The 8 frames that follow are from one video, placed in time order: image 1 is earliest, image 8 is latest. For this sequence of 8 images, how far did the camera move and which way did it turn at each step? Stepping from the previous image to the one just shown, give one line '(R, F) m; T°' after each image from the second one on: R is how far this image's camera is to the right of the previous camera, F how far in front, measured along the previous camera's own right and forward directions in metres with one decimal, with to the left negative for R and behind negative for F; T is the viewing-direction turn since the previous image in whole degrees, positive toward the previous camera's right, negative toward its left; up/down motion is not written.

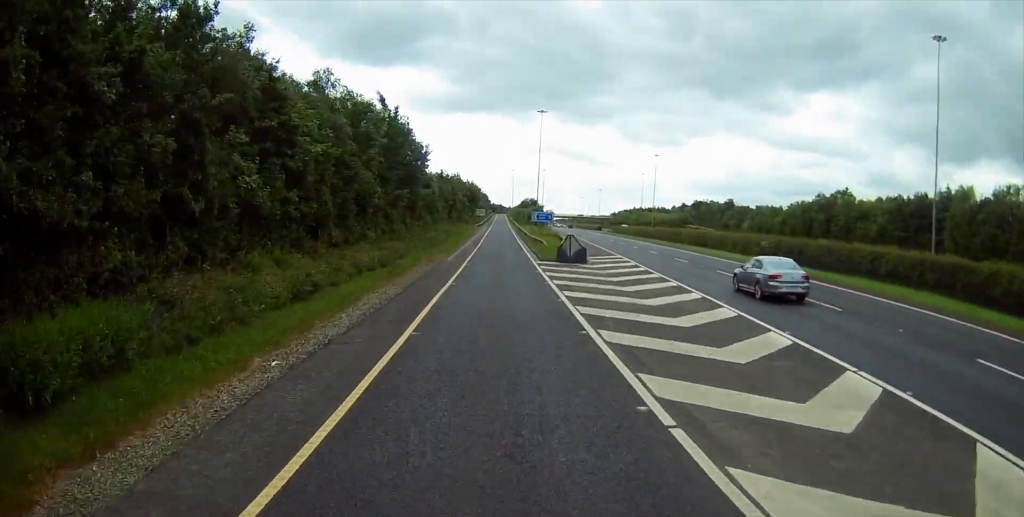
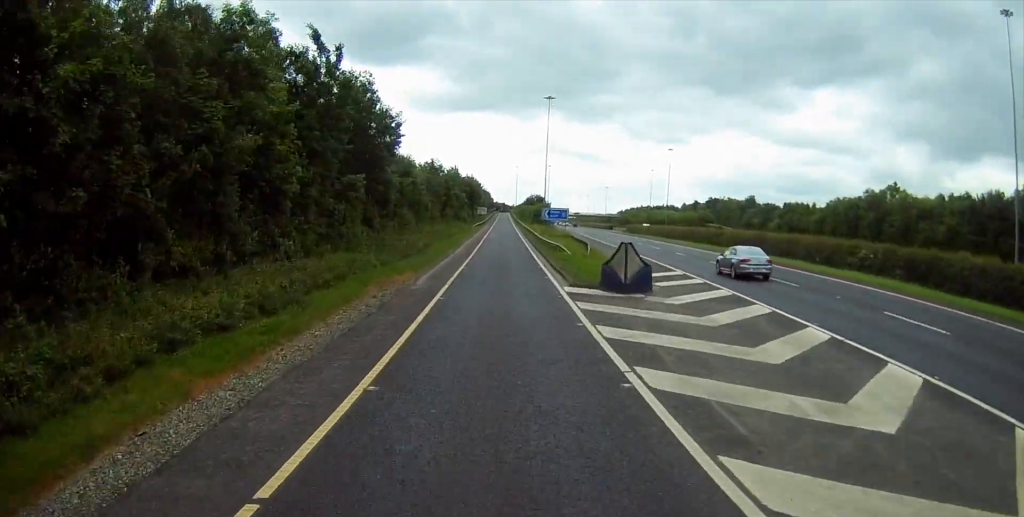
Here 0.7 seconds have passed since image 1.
(-0.2, +17.1) m; -1°
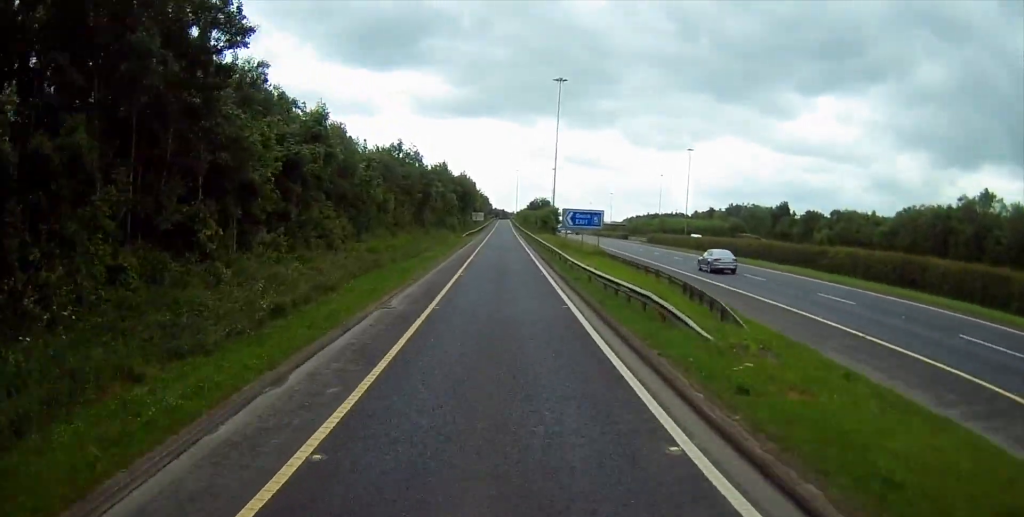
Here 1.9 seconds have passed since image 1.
(-0.1, +26.4) m; 0°
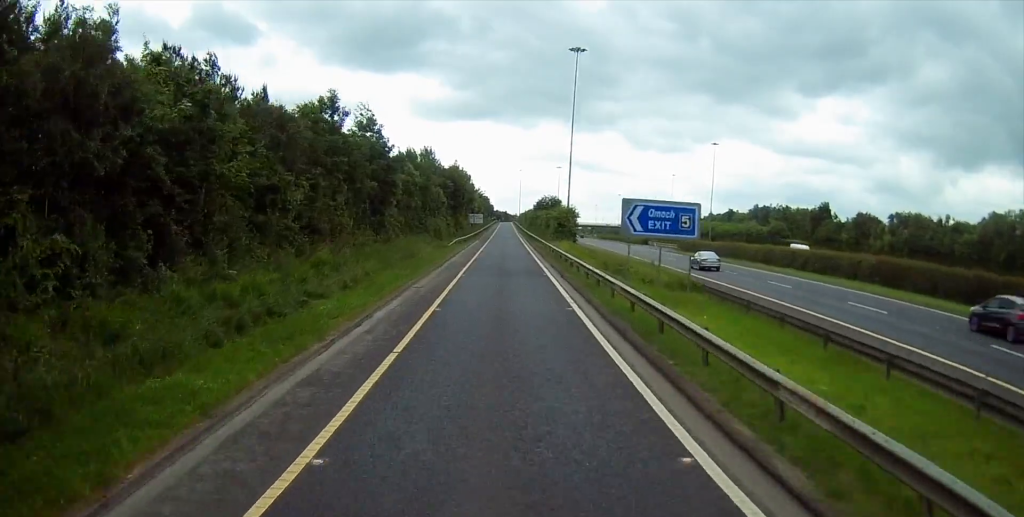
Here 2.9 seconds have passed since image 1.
(0.0, +24.0) m; -1°
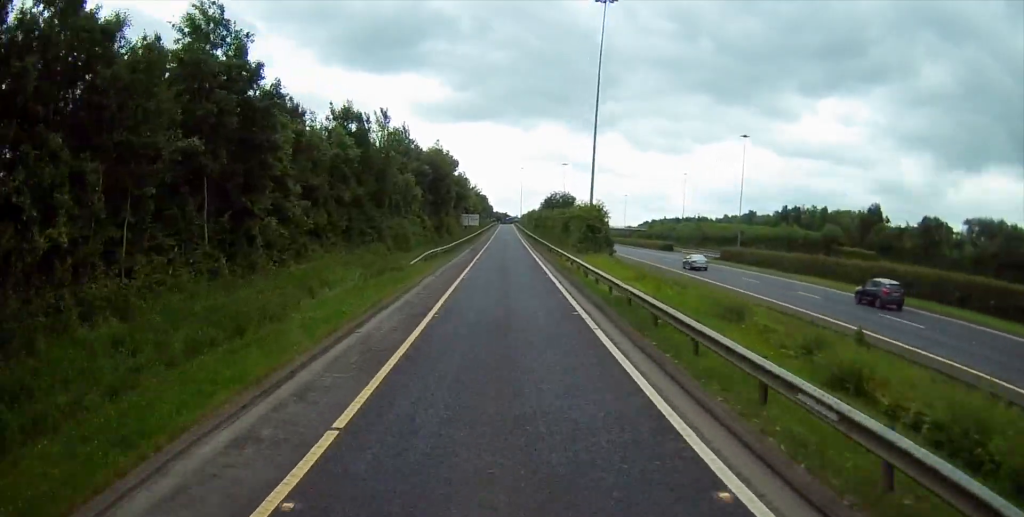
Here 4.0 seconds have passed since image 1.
(-0.3, +24.7) m; 0°
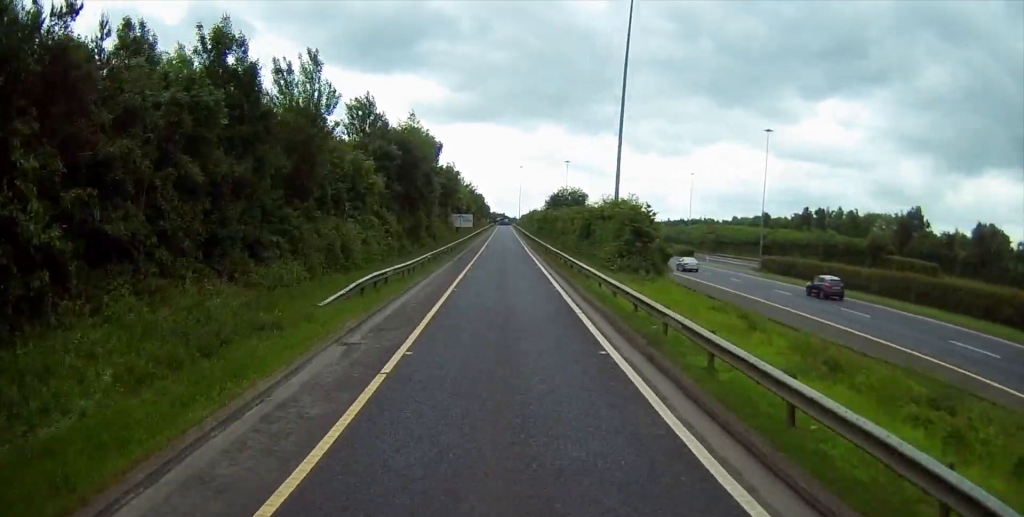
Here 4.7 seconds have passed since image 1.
(+0.2, +17.0) m; +1°
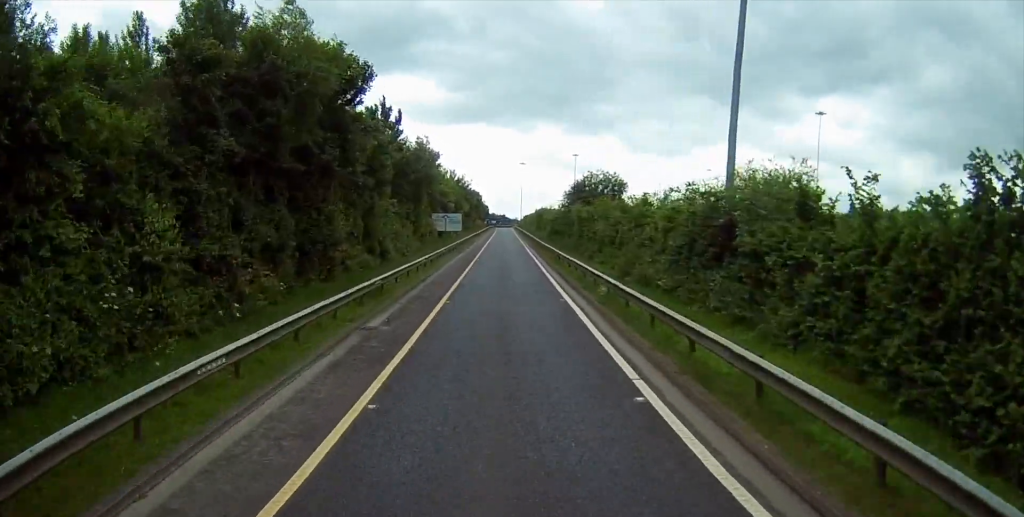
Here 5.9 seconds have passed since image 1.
(+0.1, +27.7) m; 0°
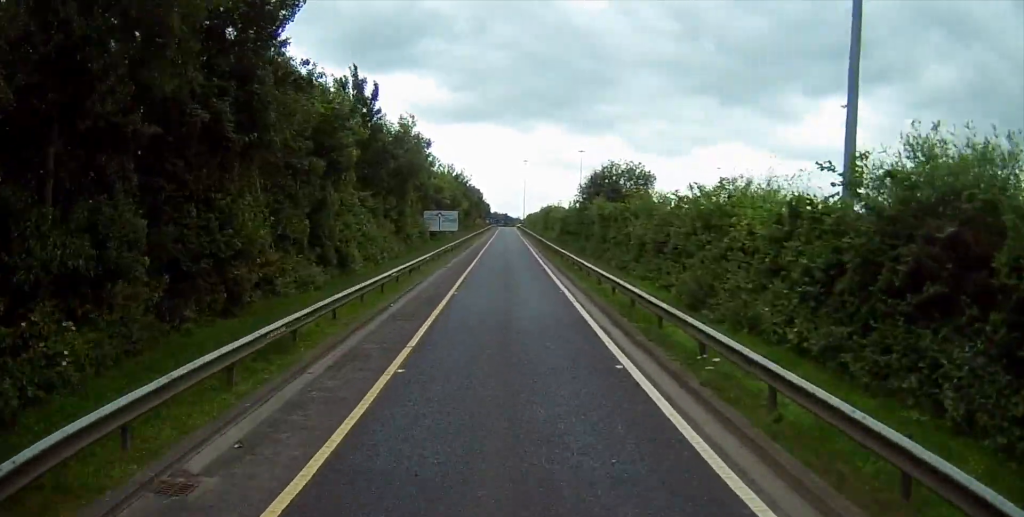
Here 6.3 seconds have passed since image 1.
(0.0, +9.9) m; 0°
